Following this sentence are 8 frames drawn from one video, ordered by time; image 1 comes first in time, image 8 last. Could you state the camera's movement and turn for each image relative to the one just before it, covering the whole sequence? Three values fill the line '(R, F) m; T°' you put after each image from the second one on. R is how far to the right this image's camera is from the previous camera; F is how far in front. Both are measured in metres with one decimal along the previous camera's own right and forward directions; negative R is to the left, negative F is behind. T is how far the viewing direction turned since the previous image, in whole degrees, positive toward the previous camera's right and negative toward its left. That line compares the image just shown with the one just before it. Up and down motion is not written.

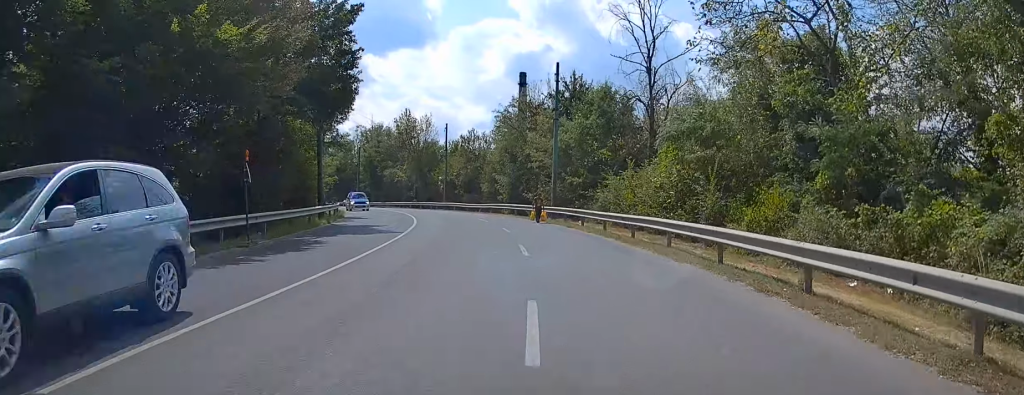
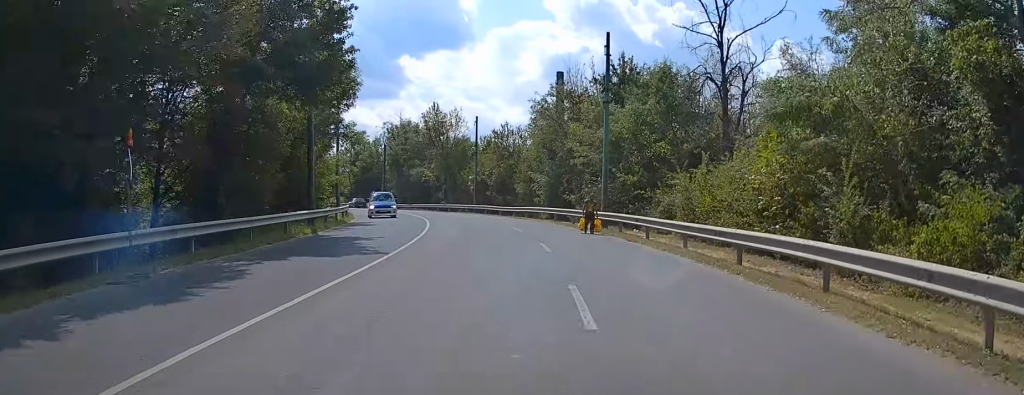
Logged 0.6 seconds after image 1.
(-0.2, +7.6) m; -2°
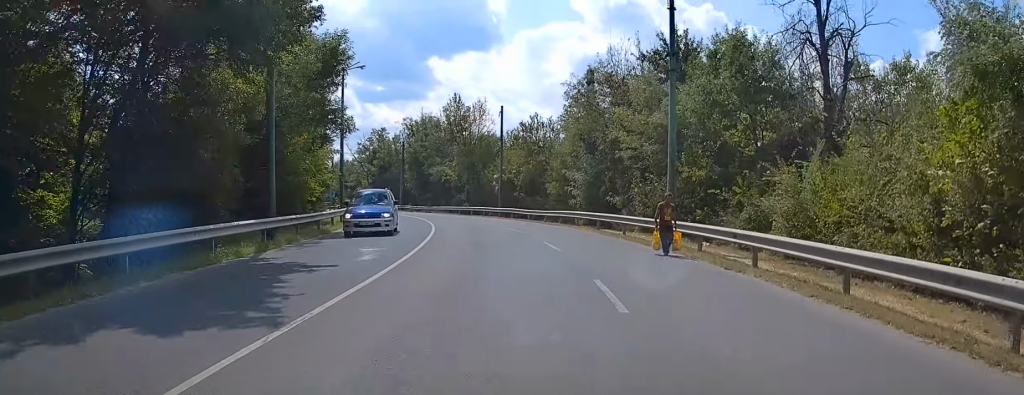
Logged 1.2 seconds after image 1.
(-0.1, +8.0) m; -2°
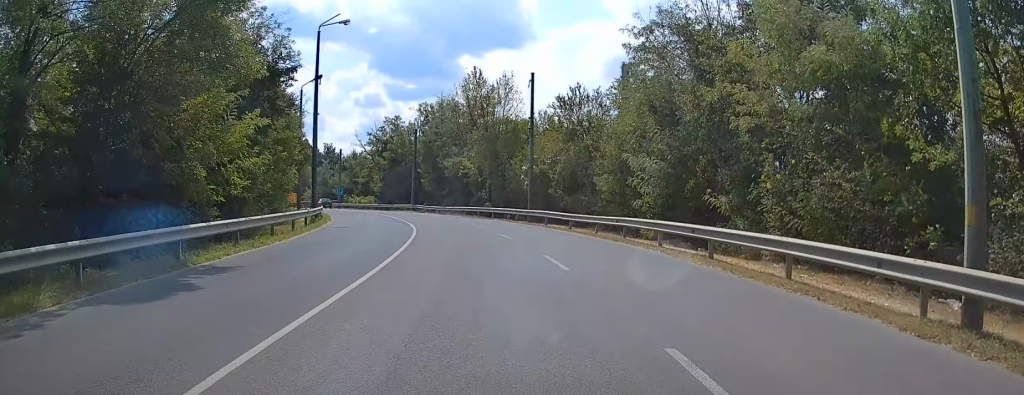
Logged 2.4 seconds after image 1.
(-0.5, +14.0) m; -4°
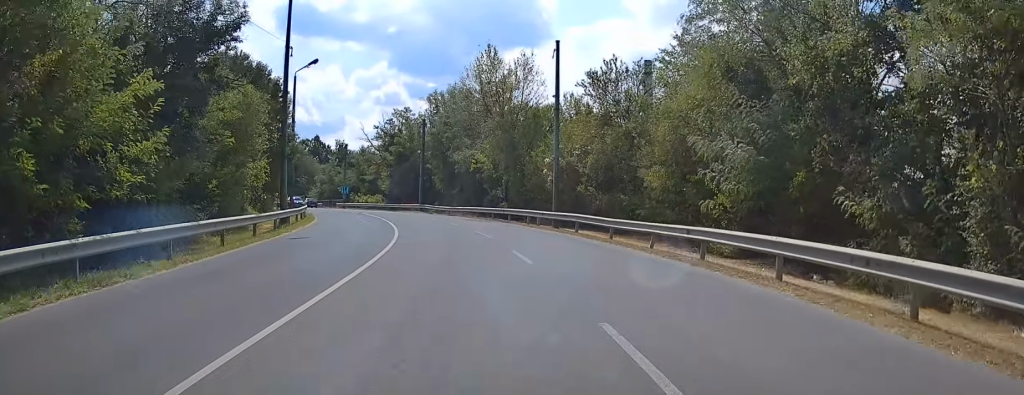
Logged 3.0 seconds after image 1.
(-0.2, +8.1) m; -2°
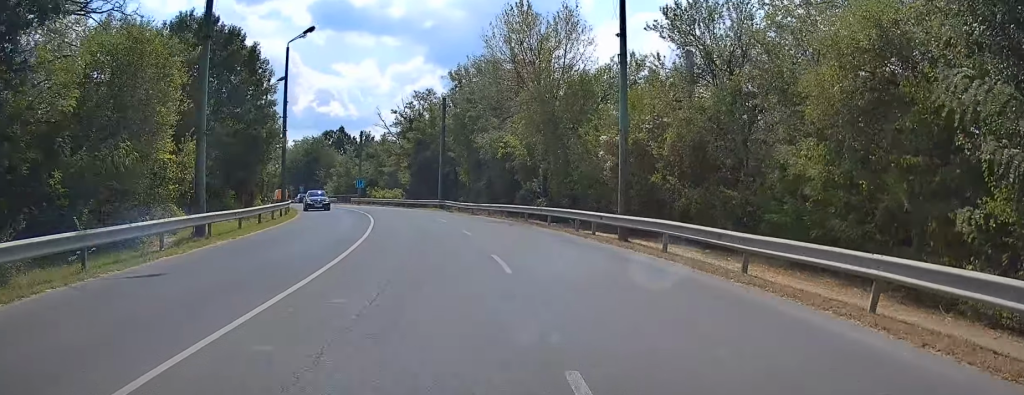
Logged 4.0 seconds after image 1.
(-0.1, +11.3) m; -3°
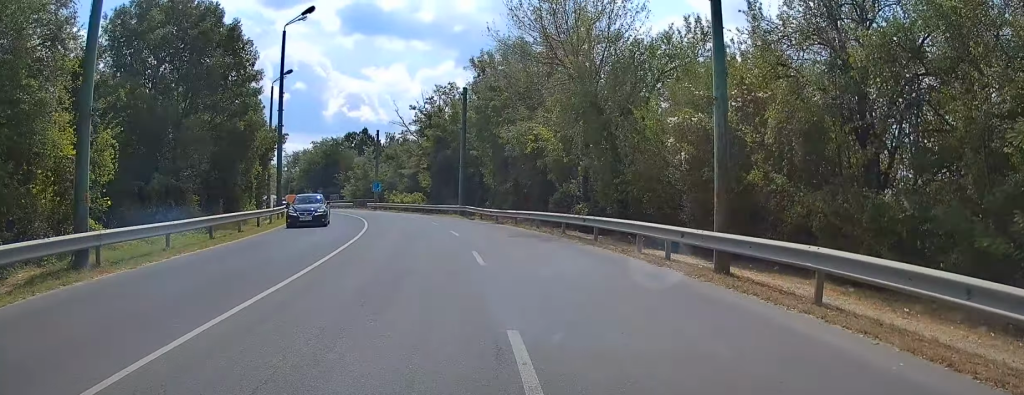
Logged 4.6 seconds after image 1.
(-0.3, +7.2) m; -2°
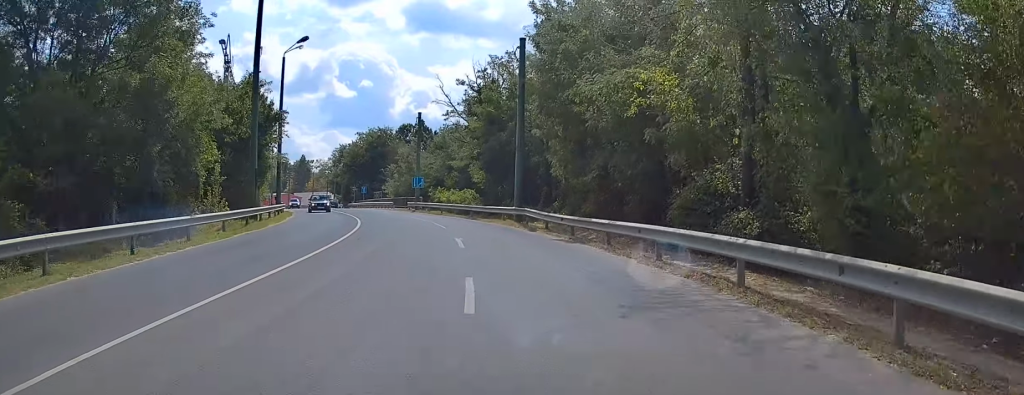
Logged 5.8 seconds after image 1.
(-0.4, +14.2) m; -4°
